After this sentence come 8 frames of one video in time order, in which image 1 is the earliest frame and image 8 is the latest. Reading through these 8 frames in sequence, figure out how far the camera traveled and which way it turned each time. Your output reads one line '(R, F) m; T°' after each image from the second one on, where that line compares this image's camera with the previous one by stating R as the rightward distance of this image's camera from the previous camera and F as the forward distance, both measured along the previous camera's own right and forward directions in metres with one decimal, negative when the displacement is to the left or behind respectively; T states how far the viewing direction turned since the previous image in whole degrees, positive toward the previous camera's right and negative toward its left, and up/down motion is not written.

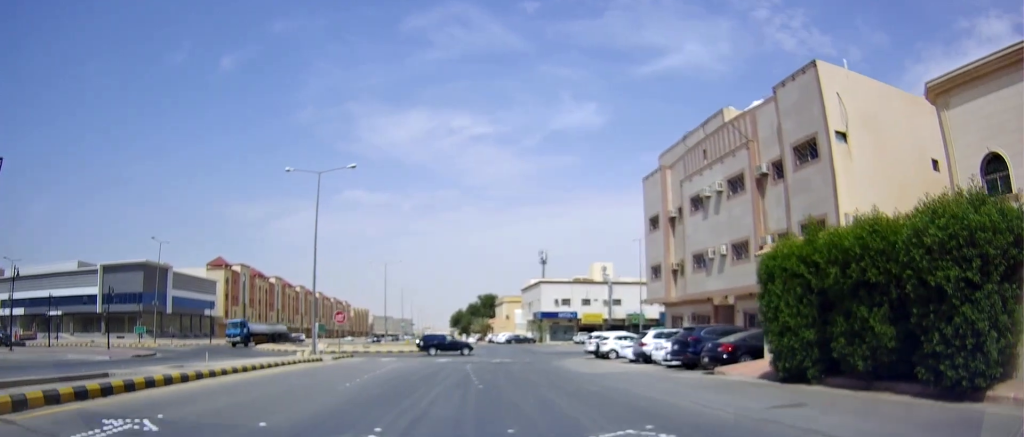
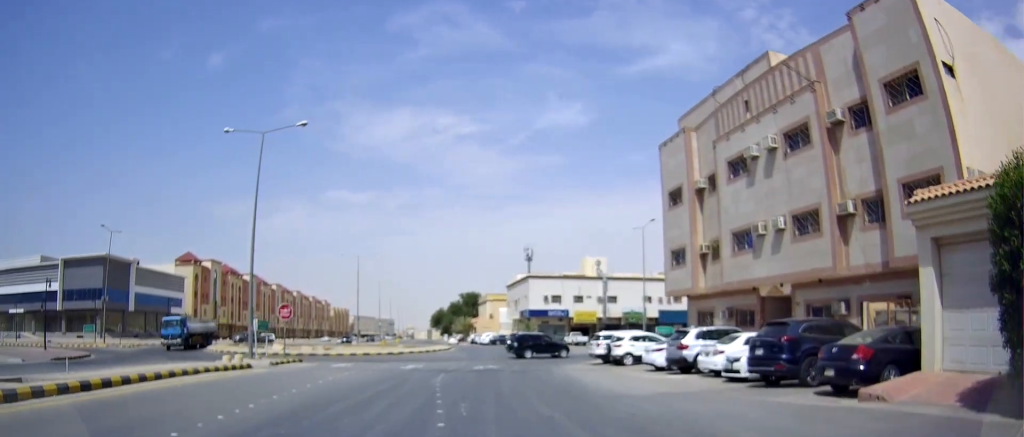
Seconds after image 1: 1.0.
(-0.1, +8.4) m; 0°
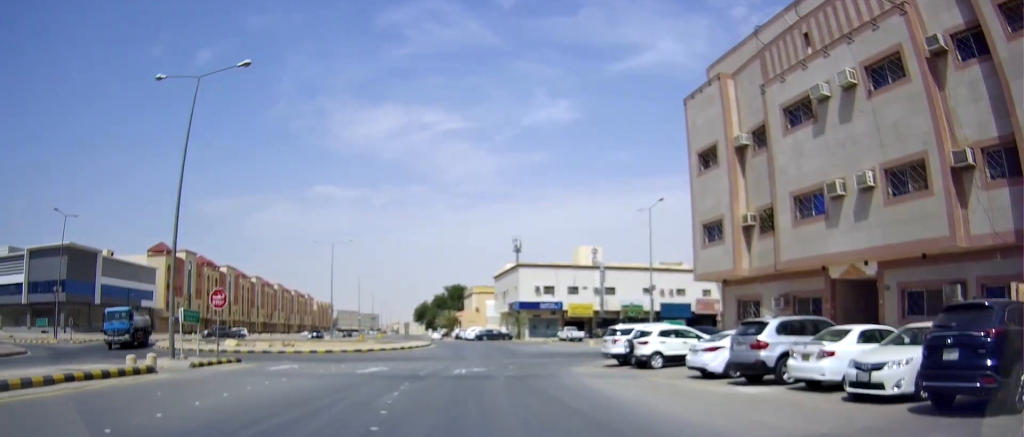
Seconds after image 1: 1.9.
(0.0, +7.3) m; +3°
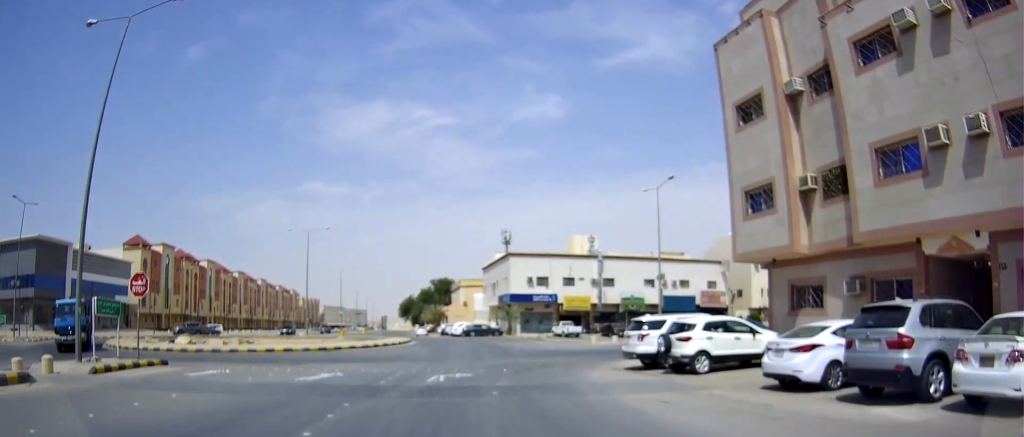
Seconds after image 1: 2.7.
(+0.4, +6.3) m; +3°
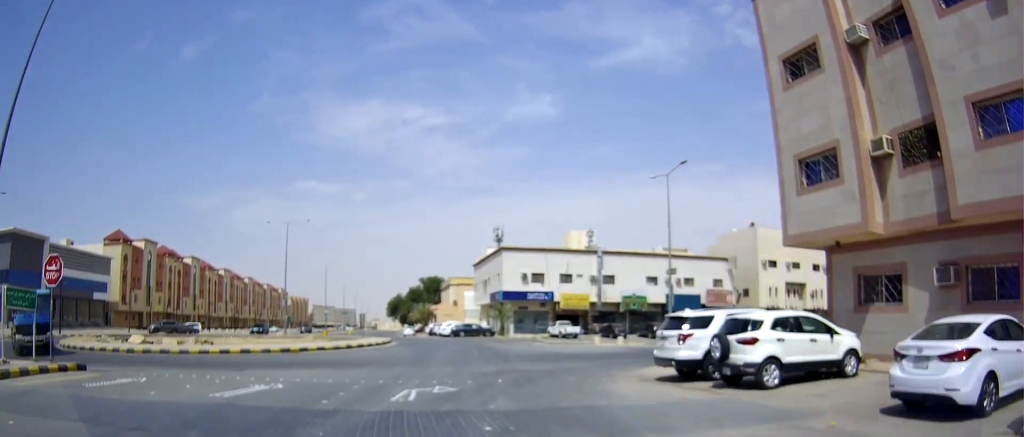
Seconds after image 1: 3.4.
(-0.1, +5.1) m; -1°
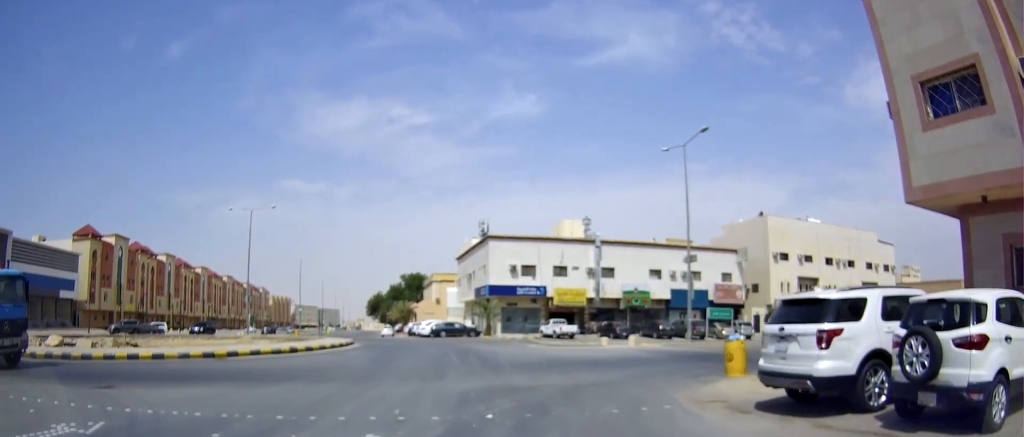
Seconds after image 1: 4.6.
(-0.1, +8.6) m; -1°
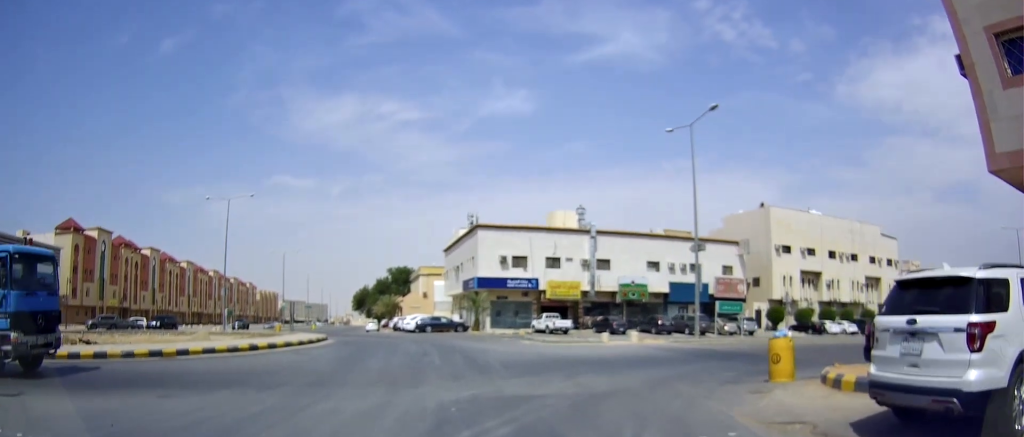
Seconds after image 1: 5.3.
(0.0, +5.3) m; 0°
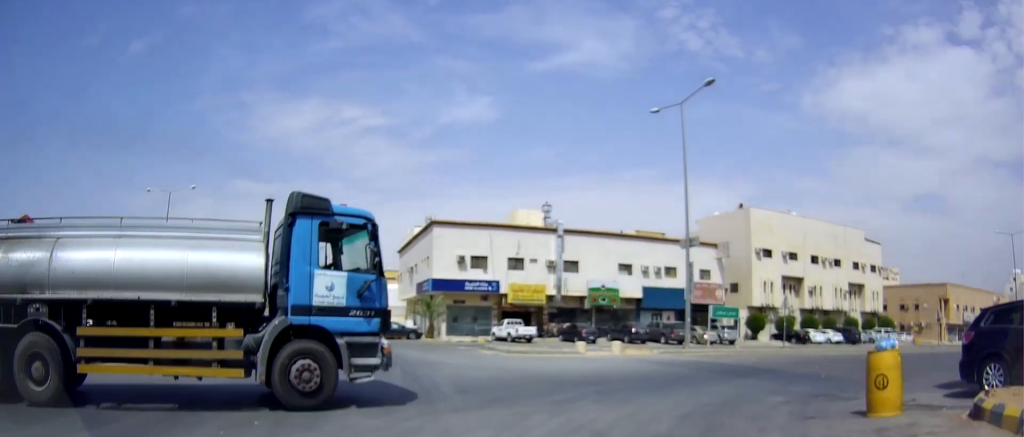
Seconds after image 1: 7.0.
(0.0, +7.9) m; +3°
